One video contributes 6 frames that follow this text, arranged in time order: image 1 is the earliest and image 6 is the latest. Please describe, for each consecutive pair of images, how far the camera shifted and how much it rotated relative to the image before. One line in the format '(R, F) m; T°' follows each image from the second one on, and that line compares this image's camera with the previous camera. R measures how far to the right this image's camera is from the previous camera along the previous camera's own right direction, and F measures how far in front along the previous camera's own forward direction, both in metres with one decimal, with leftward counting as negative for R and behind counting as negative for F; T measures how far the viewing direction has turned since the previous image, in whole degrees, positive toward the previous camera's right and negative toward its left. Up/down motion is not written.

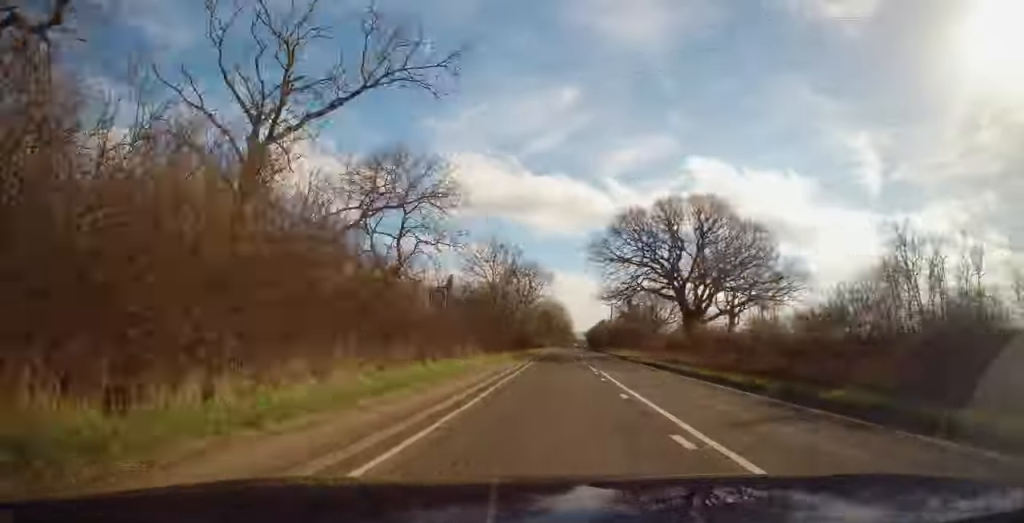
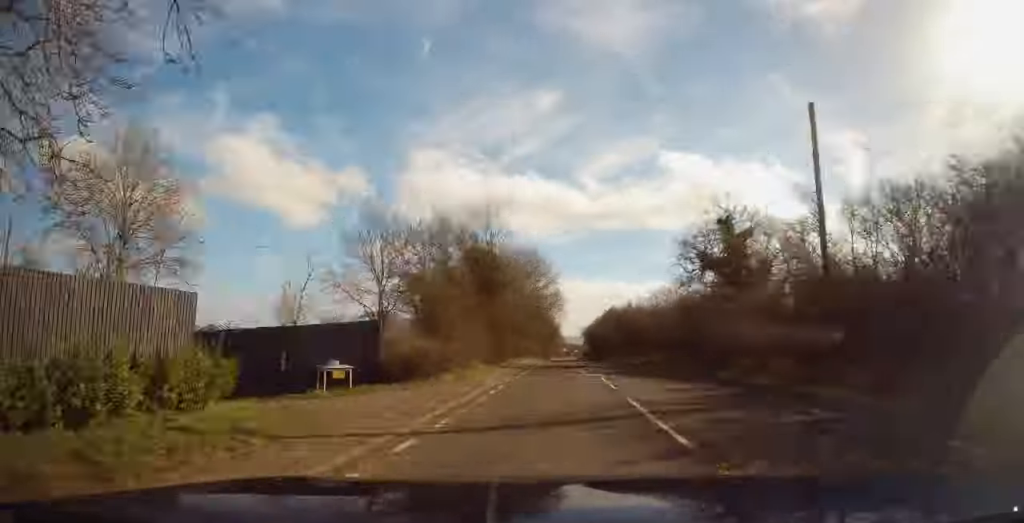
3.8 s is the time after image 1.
(+2.0, +76.3) m; +1°
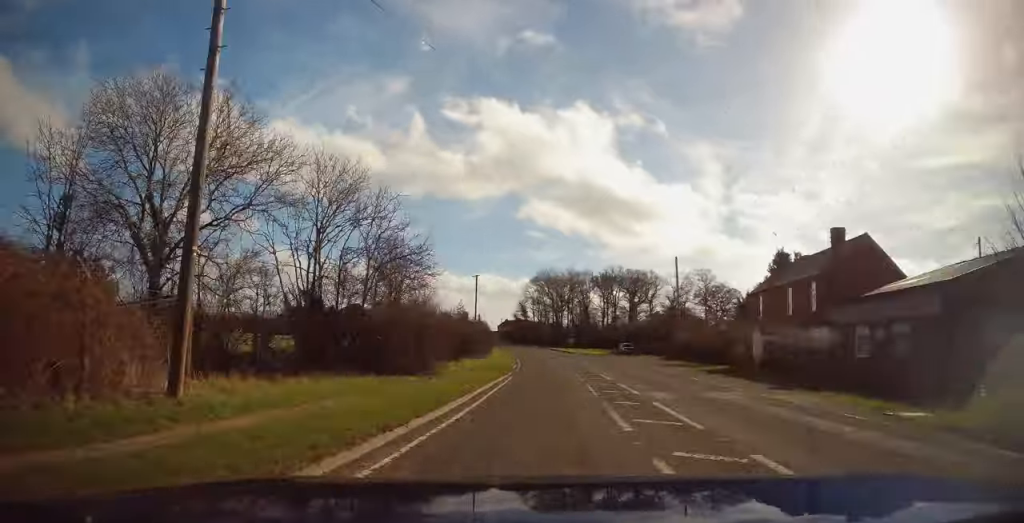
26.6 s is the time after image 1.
(+48.7, +413.4) m; +10°
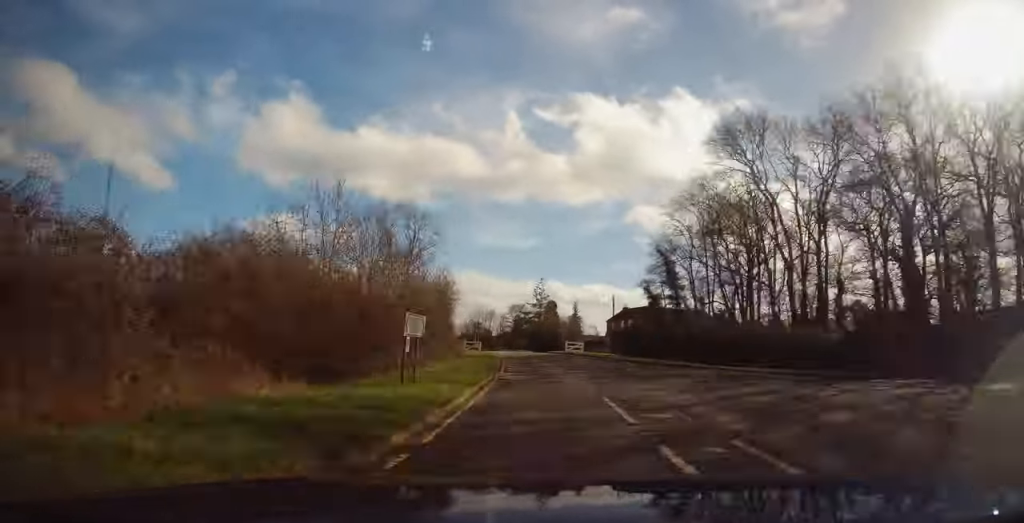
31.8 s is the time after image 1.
(-6.1, +83.5) m; -11°
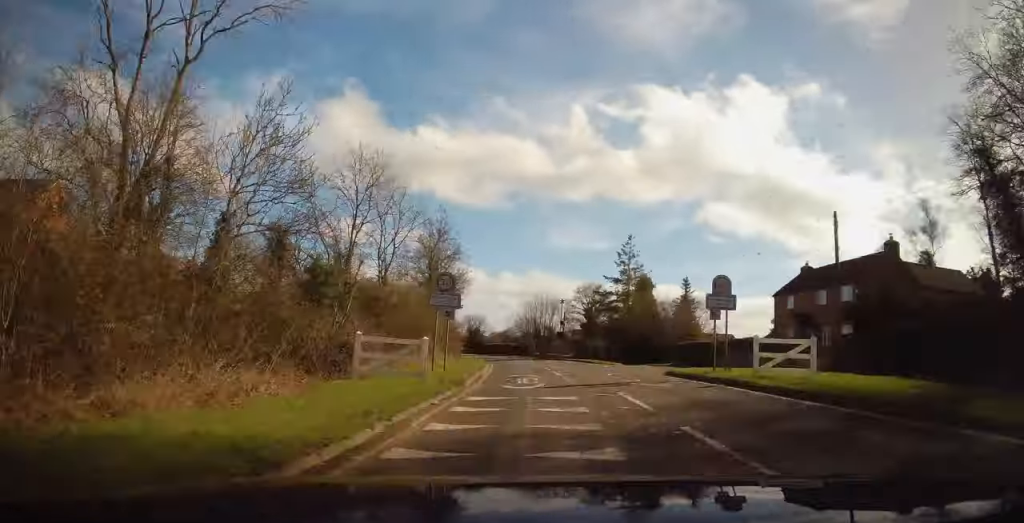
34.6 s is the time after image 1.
(+0.5, +44.3) m; -8°
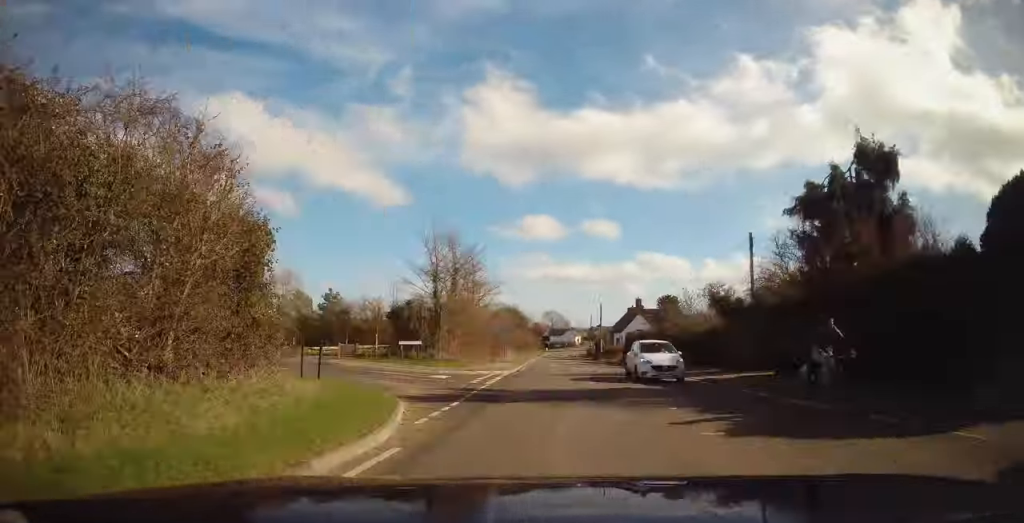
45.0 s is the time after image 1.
(-32.1, +147.7) m; -16°
